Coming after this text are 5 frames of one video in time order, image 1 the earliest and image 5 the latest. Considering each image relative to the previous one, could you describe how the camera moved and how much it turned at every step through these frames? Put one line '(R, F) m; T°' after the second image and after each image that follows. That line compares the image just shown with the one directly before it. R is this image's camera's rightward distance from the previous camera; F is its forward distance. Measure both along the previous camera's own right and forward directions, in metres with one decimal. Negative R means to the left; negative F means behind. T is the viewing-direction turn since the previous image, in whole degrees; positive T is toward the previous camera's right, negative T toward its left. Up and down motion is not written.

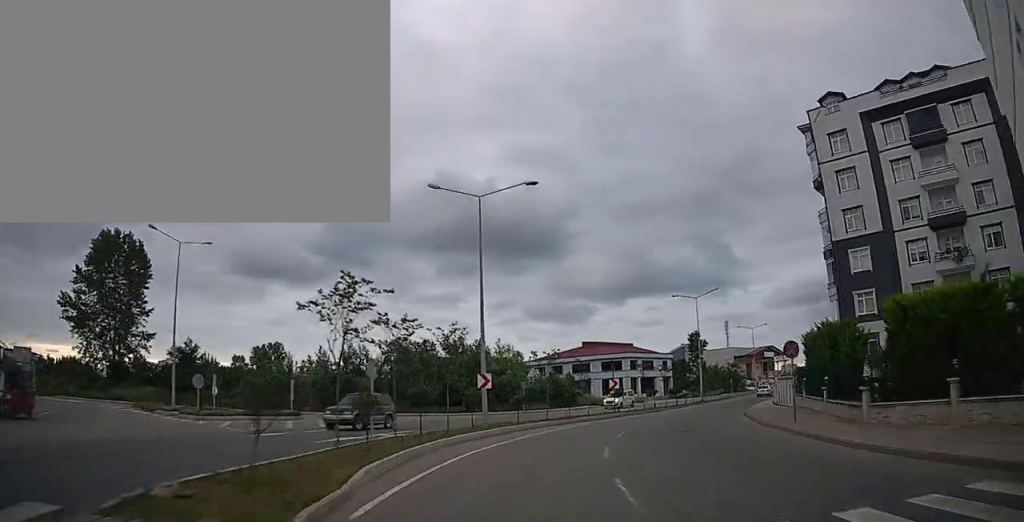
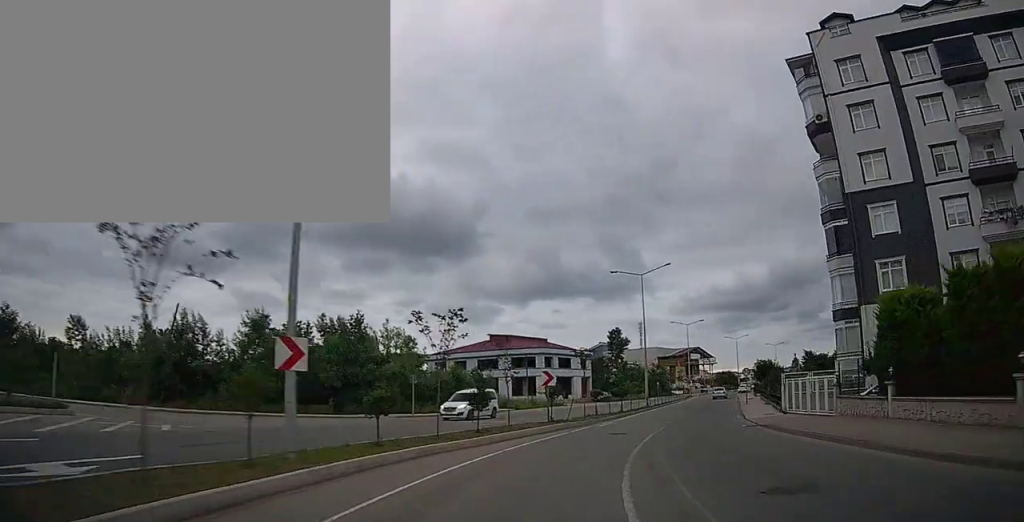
(+0.5, +13.4) m; +7°
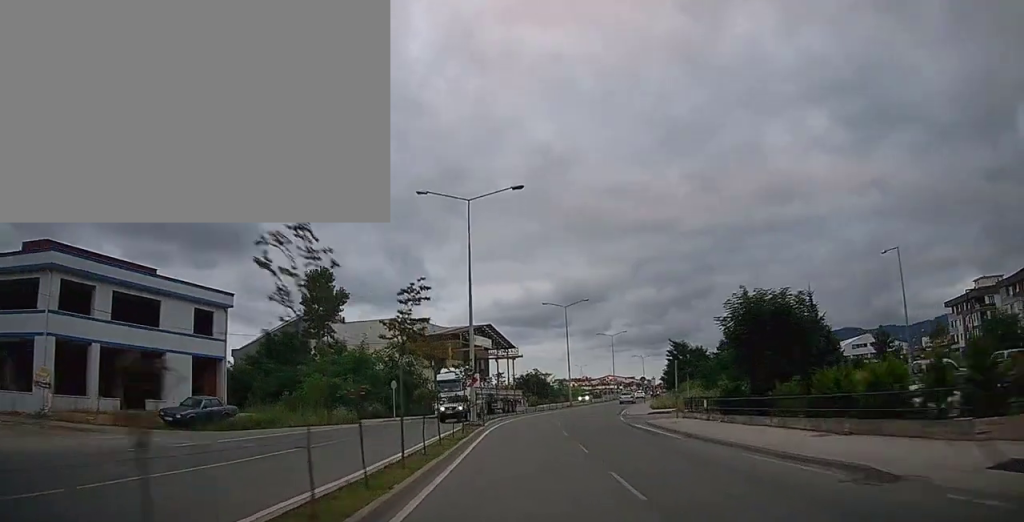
(+18.4, +55.6) m; +25°
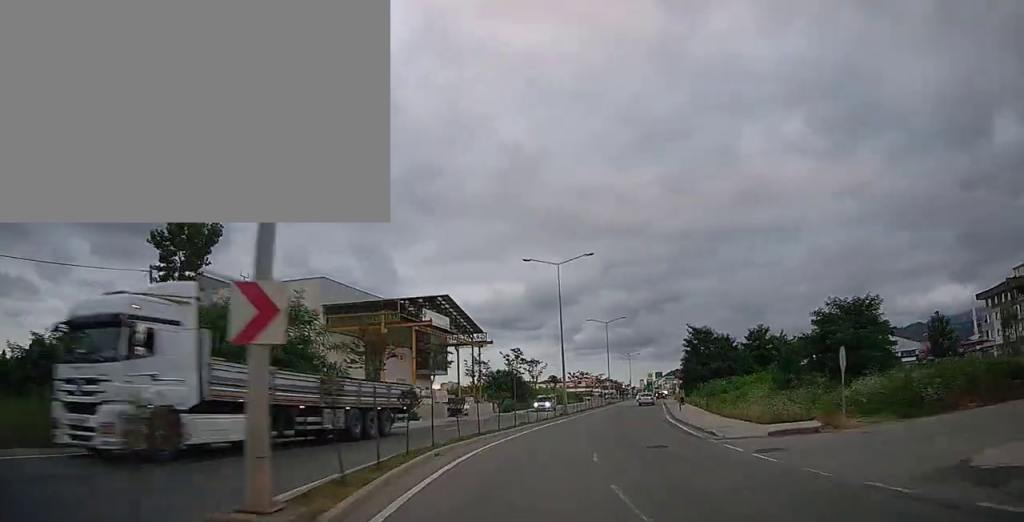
(+0.4, +20.1) m; +3°
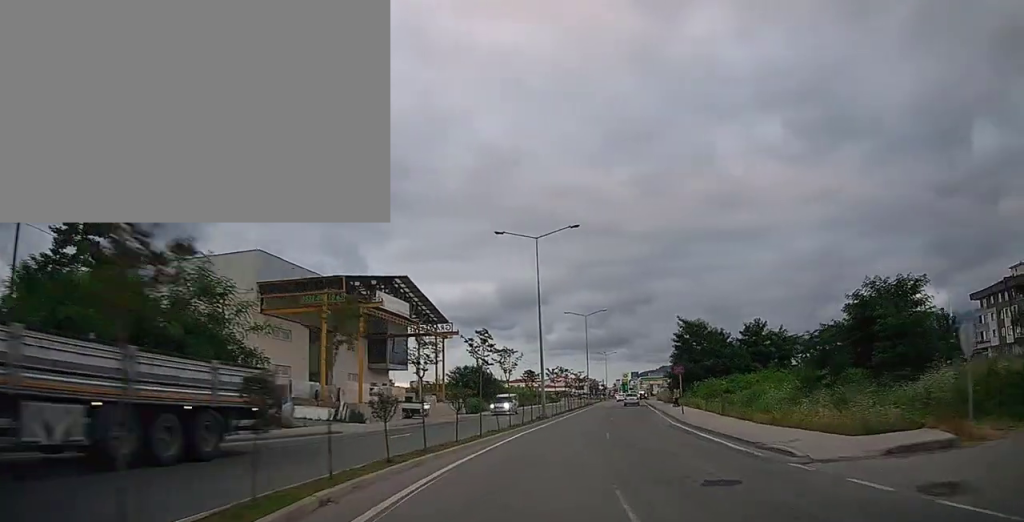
(+0.1, +6.8) m; +2°
